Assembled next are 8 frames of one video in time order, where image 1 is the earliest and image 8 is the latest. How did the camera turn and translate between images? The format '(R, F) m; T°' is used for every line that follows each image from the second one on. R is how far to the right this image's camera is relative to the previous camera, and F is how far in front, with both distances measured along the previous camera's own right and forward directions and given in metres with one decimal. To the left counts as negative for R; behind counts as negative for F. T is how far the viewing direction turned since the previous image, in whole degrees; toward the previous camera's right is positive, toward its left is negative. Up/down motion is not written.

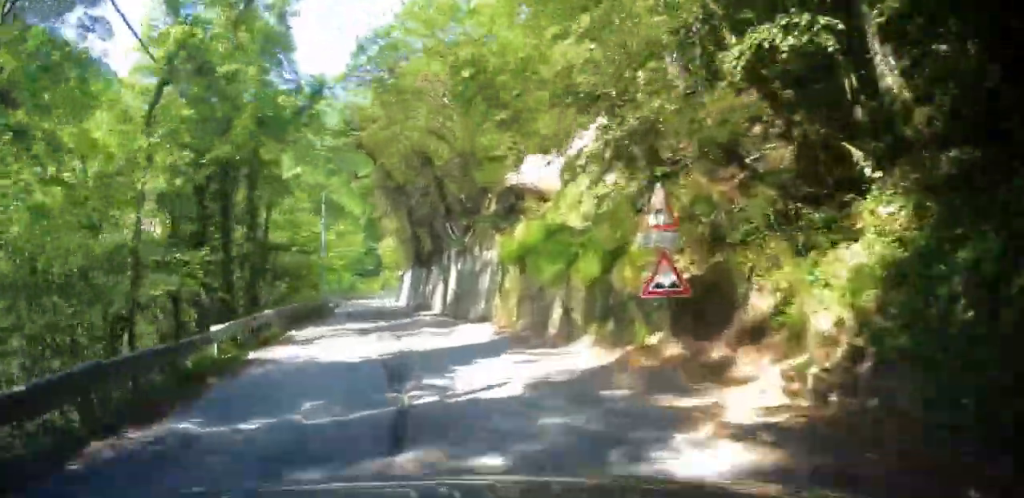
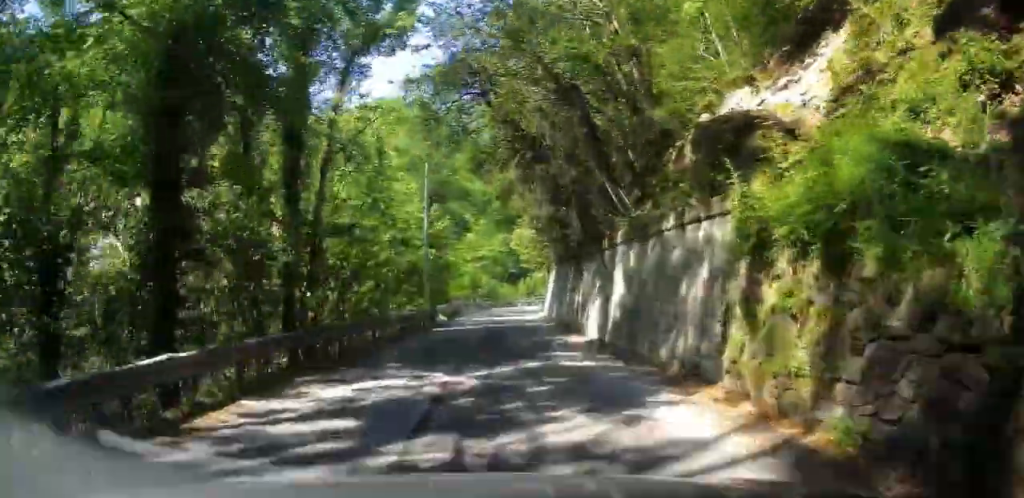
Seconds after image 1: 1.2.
(-0.5, +9.7) m; -3°
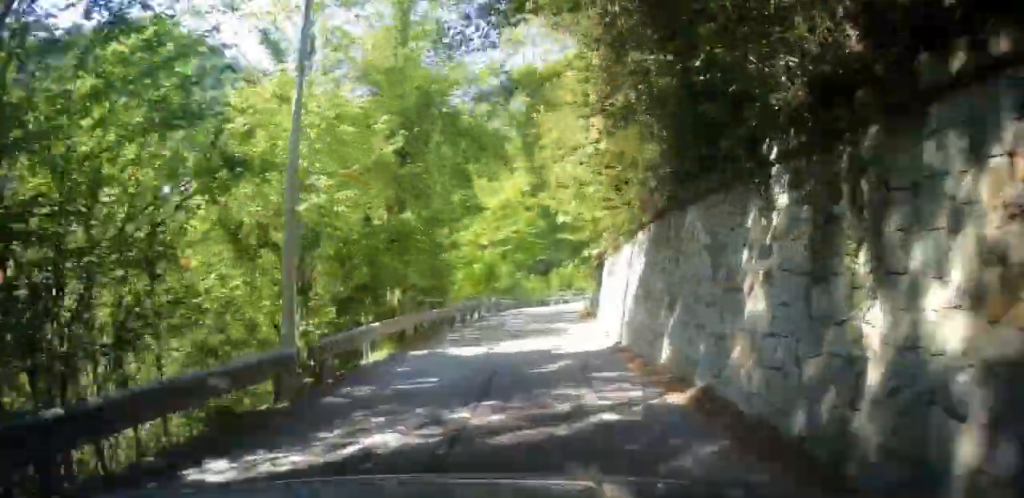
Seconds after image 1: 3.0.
(-0.5, +14.3) m; -8°
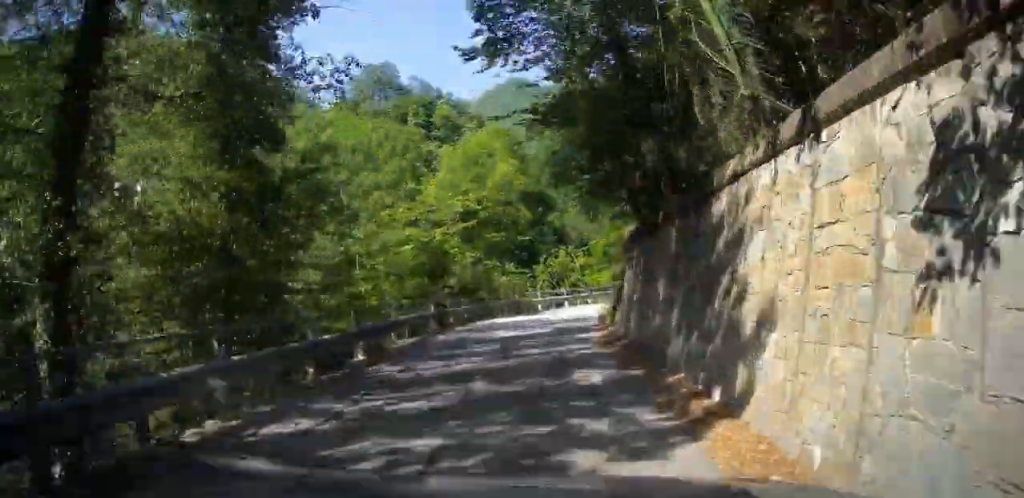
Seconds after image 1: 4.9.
(-1.2, +14.6) m; -11°
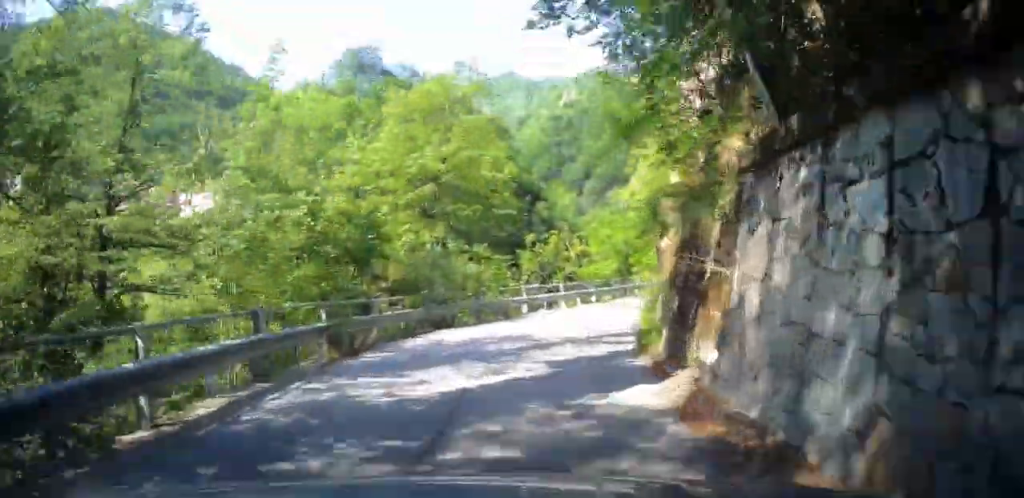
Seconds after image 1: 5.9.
(-1.0, +8.7) m; -6°
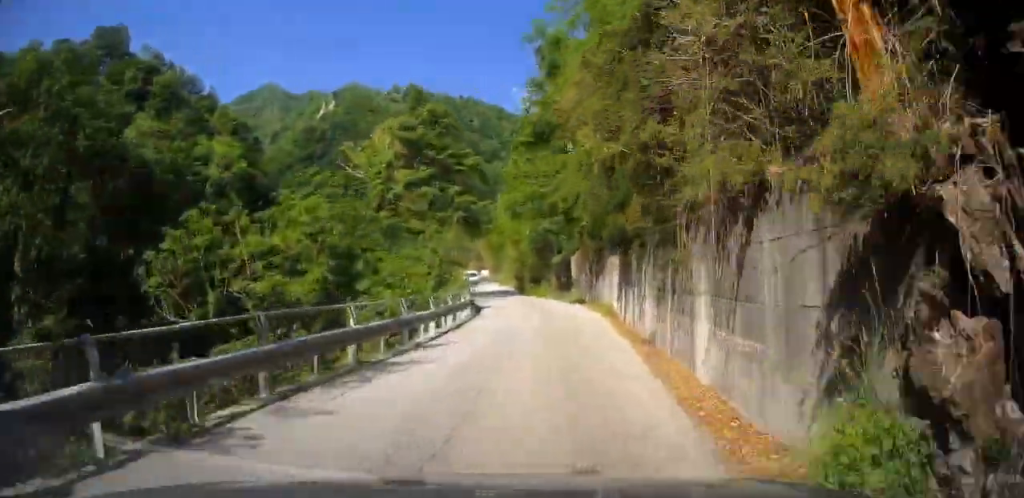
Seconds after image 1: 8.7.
(+1.7, +23.0) m; +17°
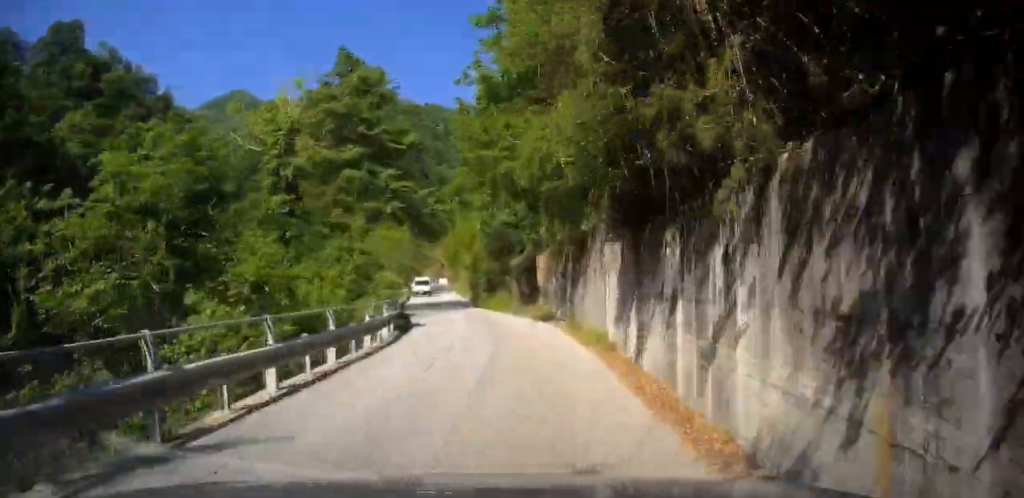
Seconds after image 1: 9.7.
(+1.4, +7.7) m; +7°
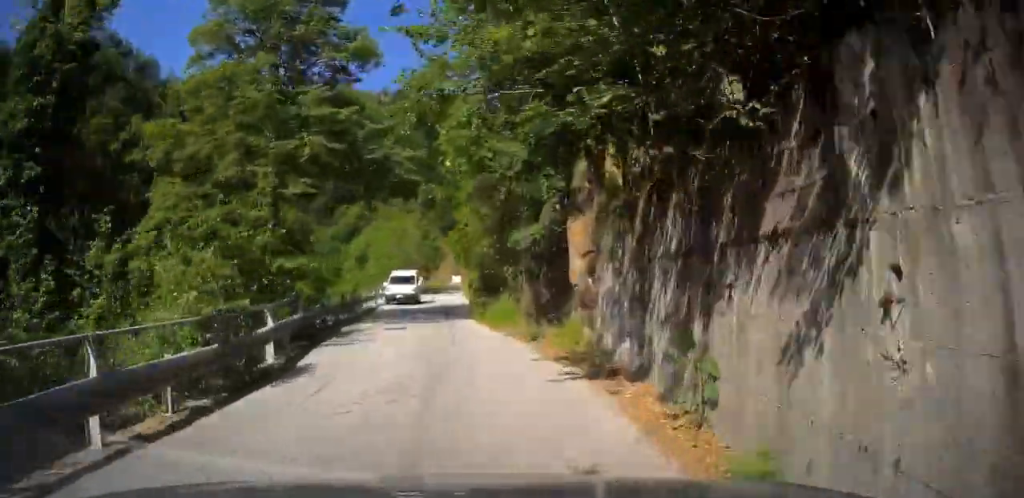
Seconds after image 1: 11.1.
(+0.7, +11.8) m; -2°
